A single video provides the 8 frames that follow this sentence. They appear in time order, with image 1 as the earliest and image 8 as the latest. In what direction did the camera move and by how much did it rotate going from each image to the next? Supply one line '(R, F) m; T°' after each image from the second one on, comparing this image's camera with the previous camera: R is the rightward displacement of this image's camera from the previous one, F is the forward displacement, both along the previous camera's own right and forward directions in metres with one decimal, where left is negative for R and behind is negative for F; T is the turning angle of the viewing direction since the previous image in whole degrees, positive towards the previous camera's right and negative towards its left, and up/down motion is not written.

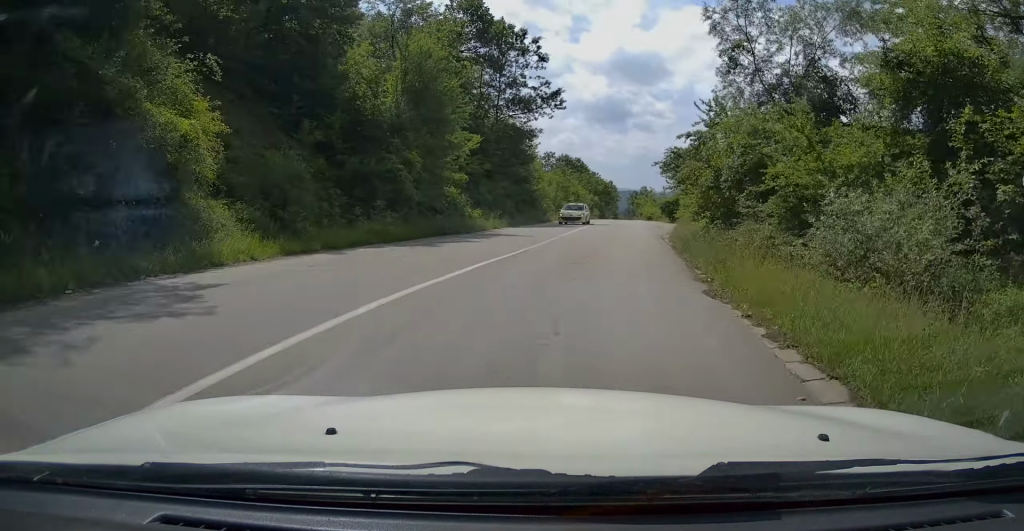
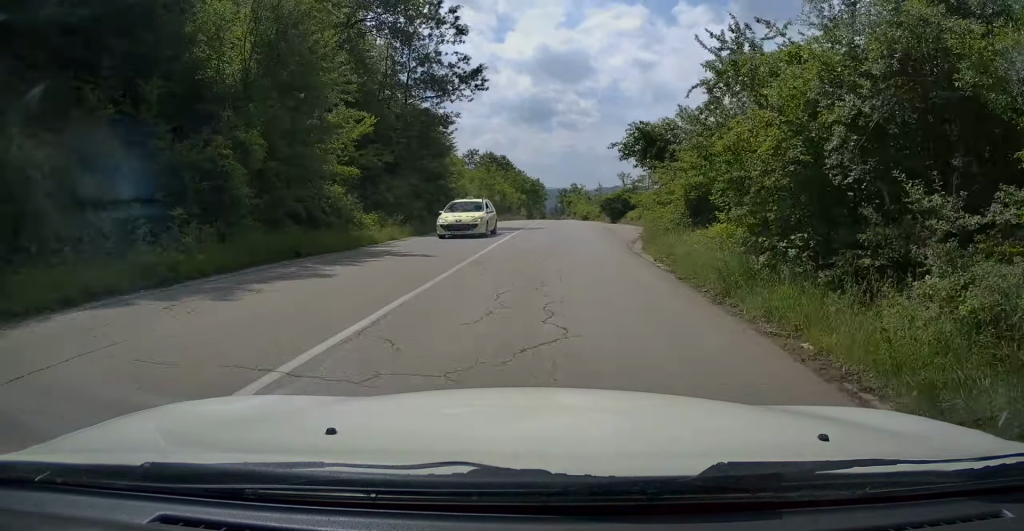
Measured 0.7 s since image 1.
(+0.5, +7.9) m; +10°
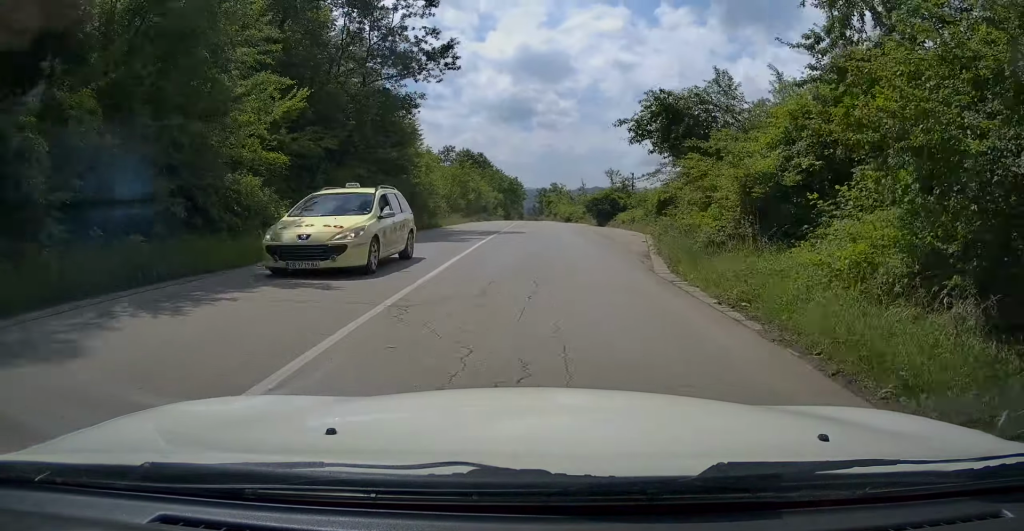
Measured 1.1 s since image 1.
(+0.6, +5.7) m; +5°
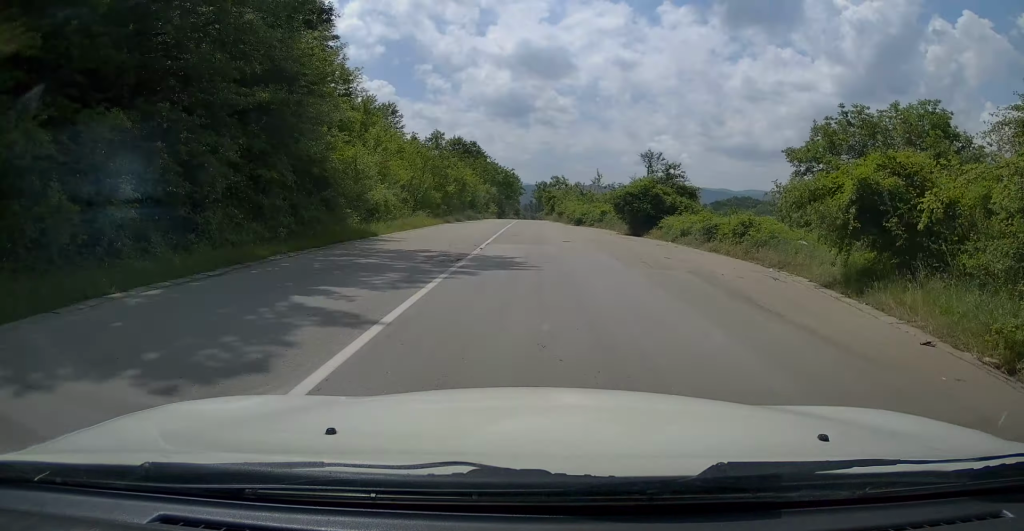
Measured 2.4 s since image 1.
(+1.5, +15.3) m; +9°
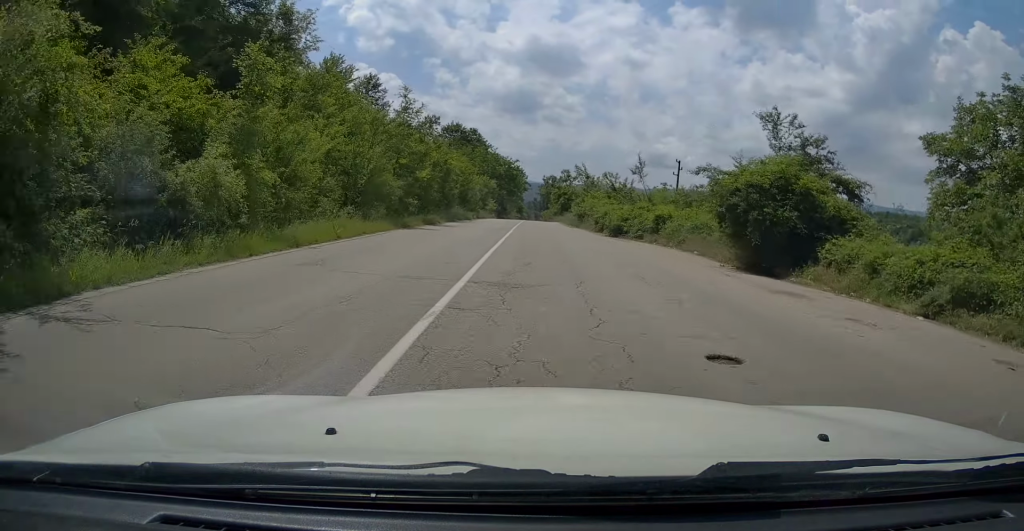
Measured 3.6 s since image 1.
(+0.6, +15.8) m; +1°
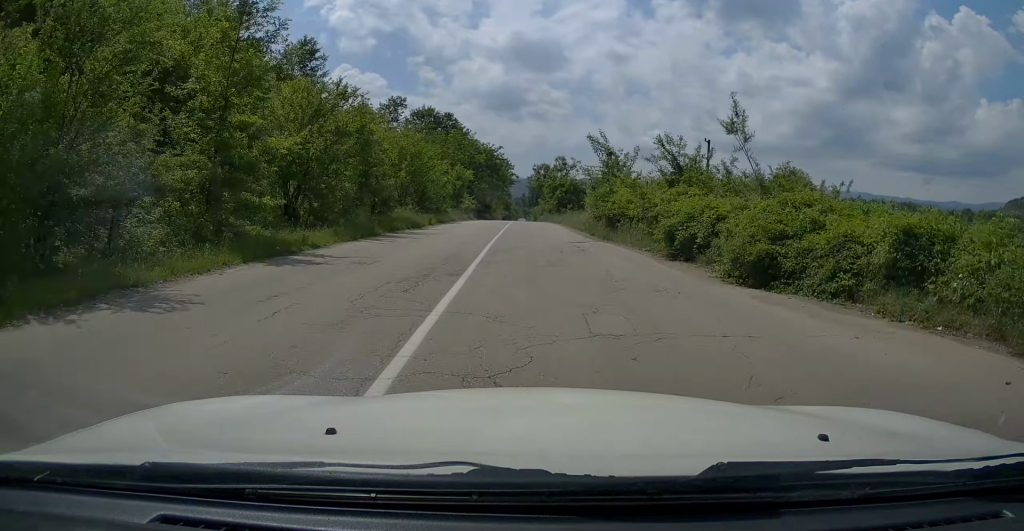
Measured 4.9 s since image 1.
(-0.4, +17.9) m; -1°
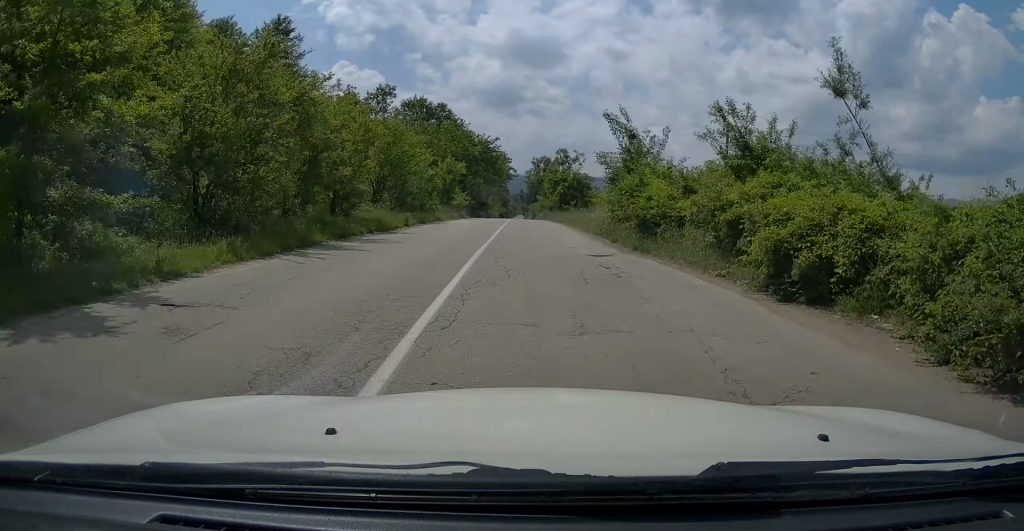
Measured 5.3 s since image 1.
(0.0, +6.2) m; 0°
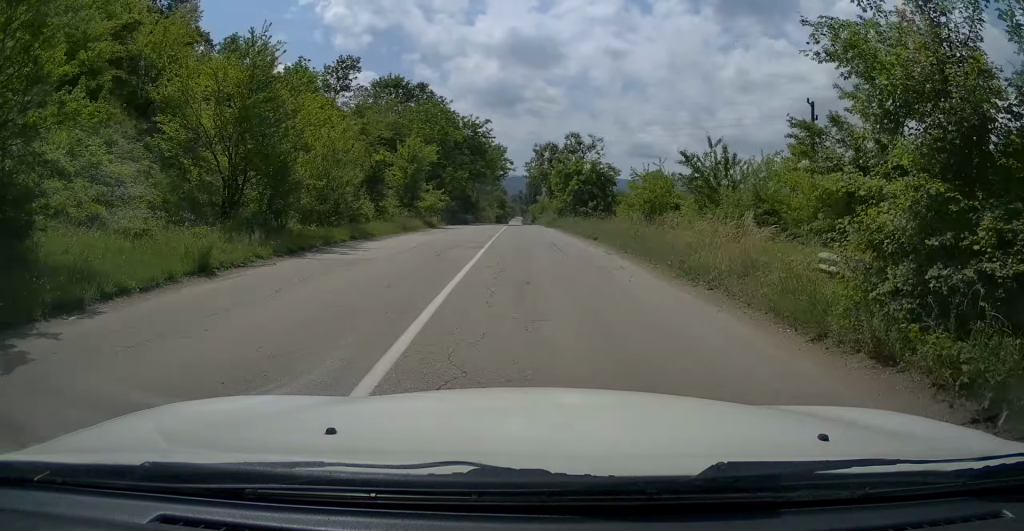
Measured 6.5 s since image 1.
(+0.1, +17.1) m; +1°
